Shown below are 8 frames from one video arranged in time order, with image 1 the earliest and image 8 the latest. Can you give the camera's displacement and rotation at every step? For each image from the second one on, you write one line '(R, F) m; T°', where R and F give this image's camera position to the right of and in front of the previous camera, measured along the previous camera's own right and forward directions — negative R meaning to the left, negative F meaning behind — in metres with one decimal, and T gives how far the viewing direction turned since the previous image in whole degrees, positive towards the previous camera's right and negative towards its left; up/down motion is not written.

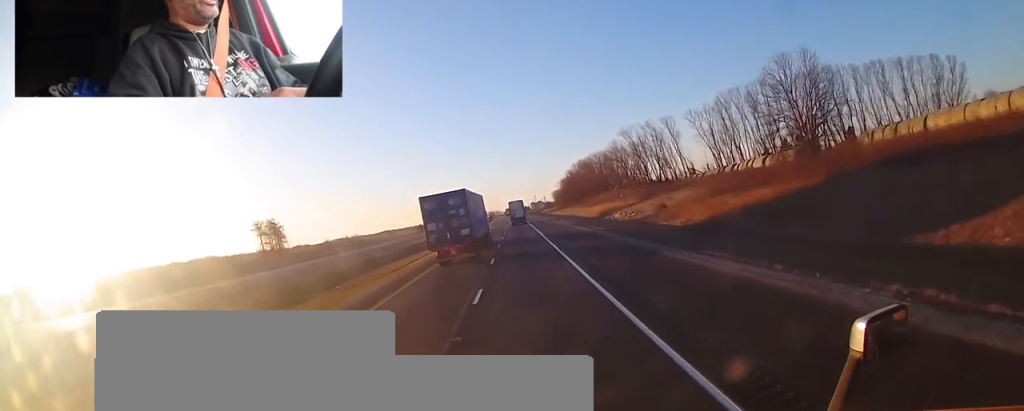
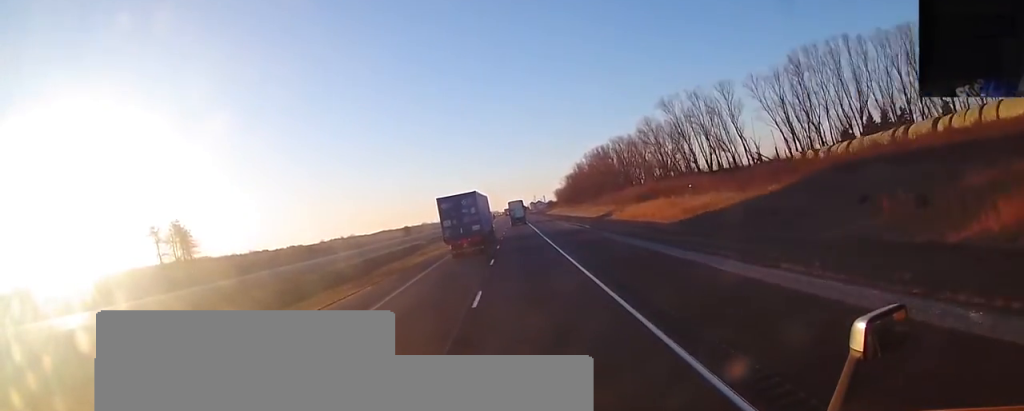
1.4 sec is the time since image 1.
(0.0, +37.5) m; 0°
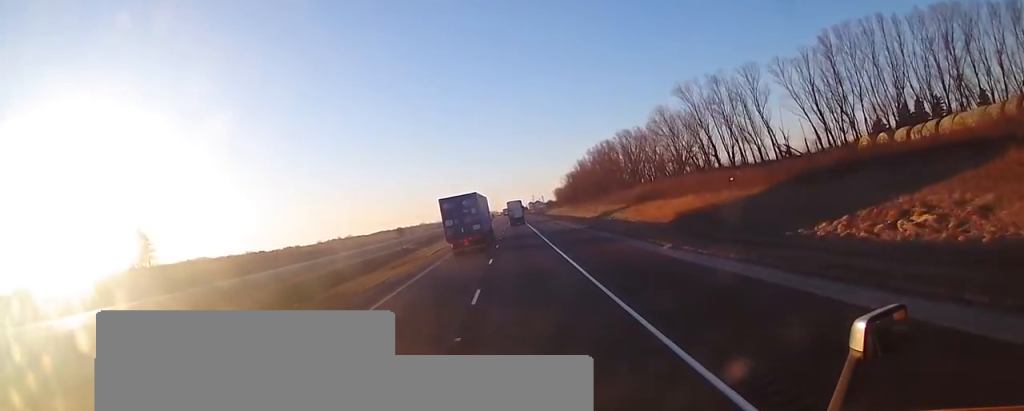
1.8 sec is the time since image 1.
(0.0, +11.6) m; 0°
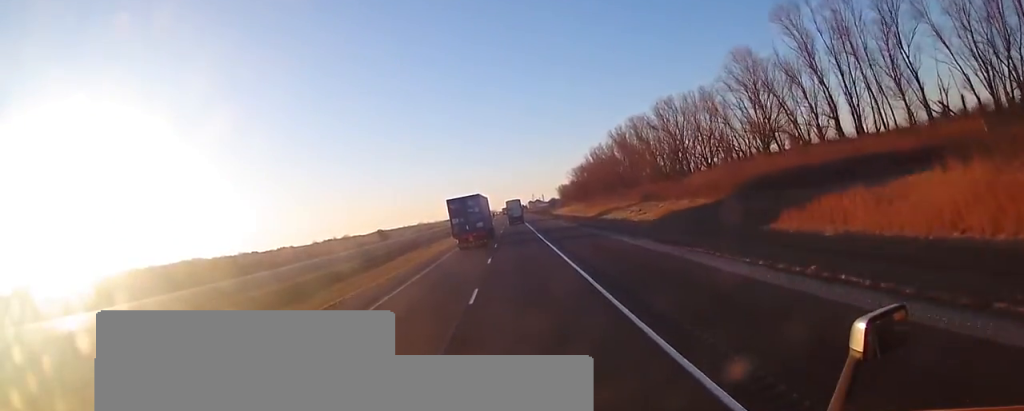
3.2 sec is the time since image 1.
(0.0, +36.6) m; 0°
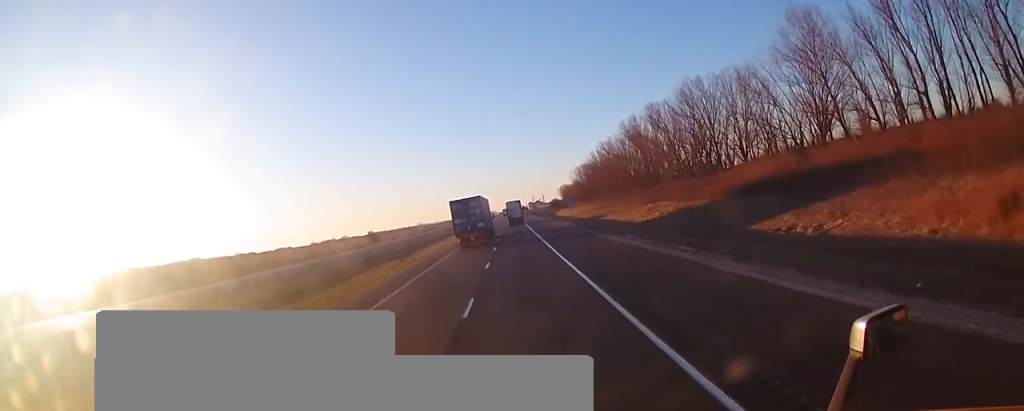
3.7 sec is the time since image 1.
(0.0, +14.3) m; 0°
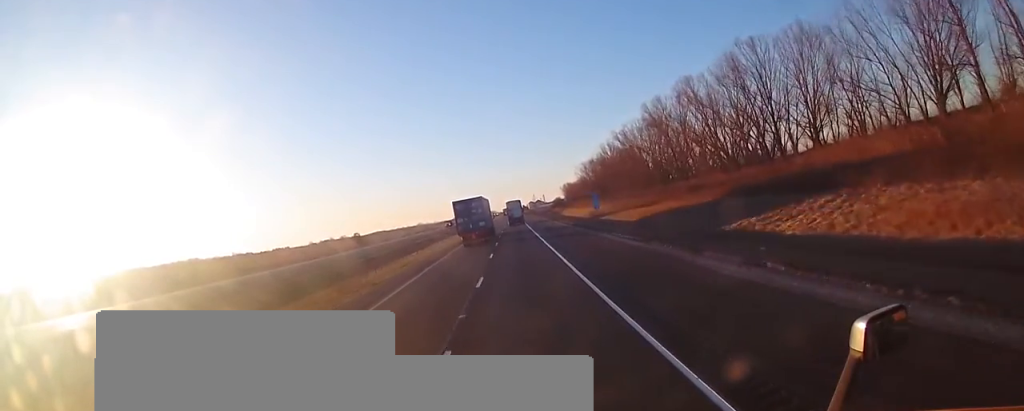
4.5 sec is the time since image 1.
(0.0, +19.2) m; 0°
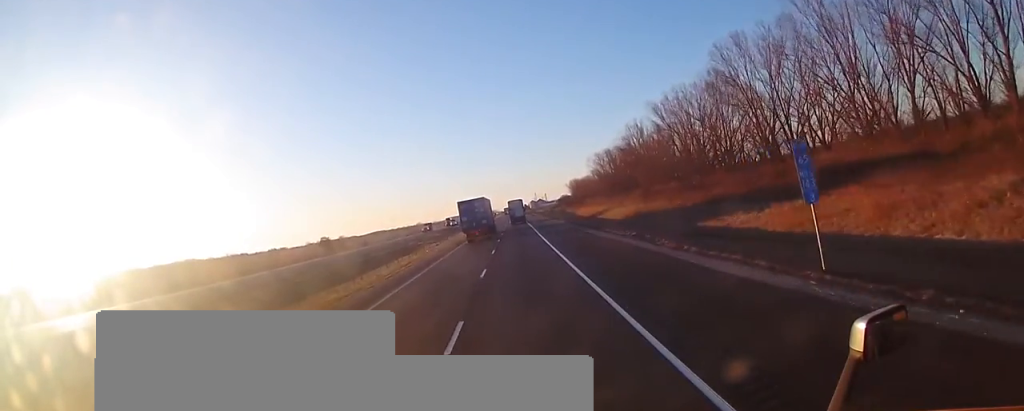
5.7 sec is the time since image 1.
(0.0, +33.9) m; 0°
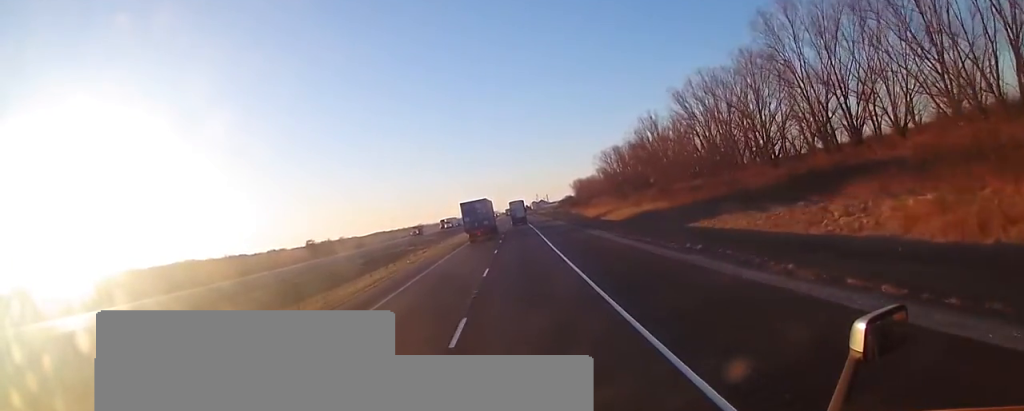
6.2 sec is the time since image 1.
(0.0, +11.6) m; 0°
